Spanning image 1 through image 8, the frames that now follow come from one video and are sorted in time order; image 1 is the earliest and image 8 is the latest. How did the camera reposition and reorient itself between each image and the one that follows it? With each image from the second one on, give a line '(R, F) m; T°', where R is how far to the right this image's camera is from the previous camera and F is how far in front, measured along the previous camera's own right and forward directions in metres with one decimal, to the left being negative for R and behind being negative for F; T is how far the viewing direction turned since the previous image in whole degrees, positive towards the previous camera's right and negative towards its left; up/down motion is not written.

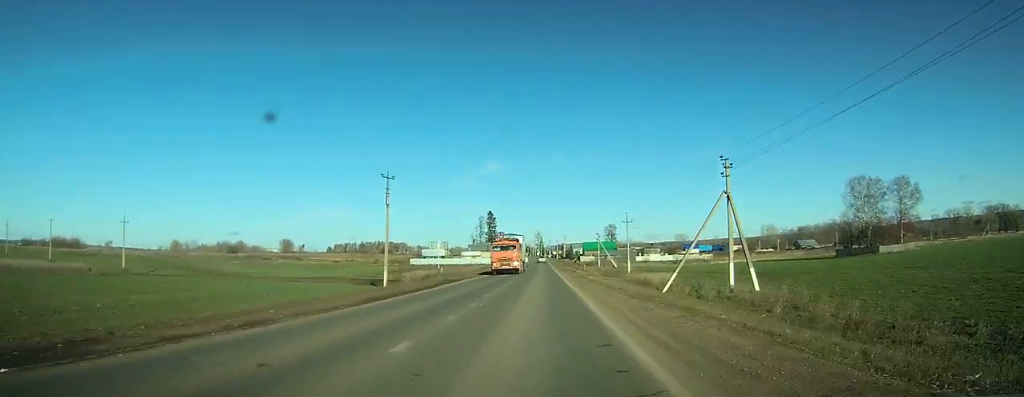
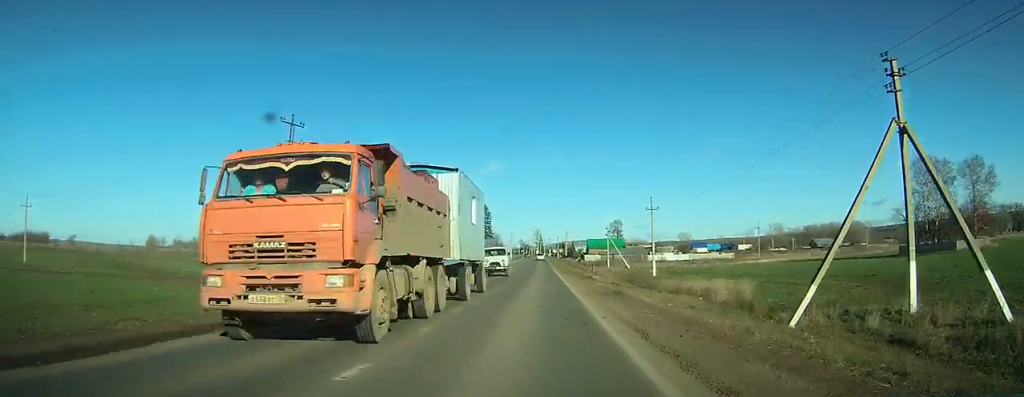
(0.0, +23.6) m; 0°
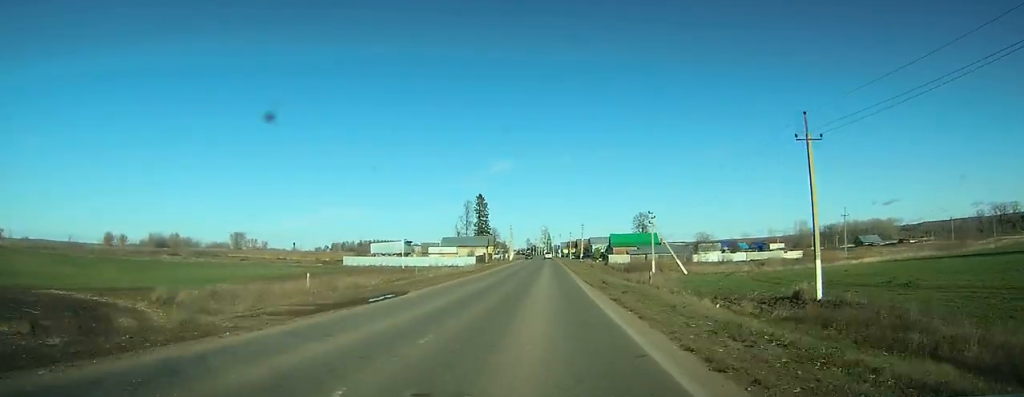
(-0.1, +43.2) m; 0°
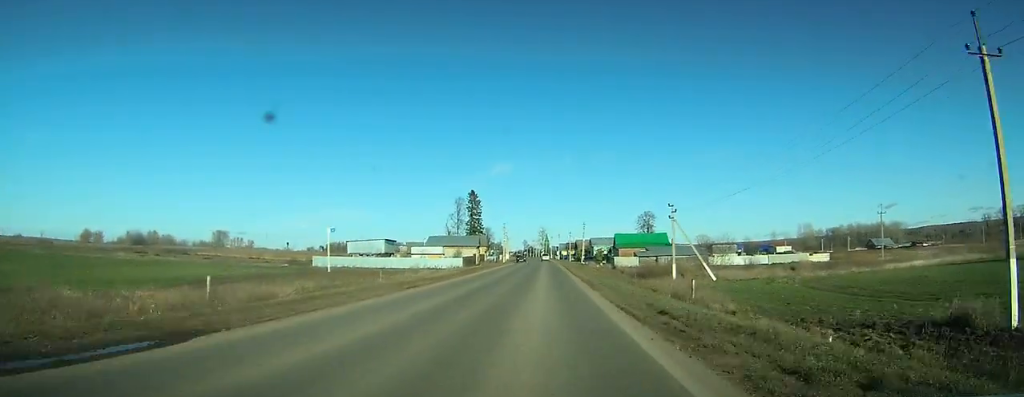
(0.0, +13.4) m; 0°
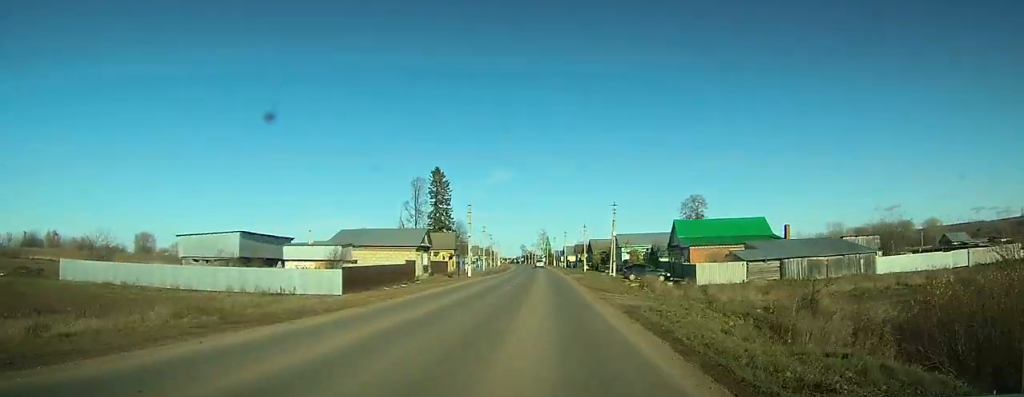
(0.0, +49.6) m; 0°
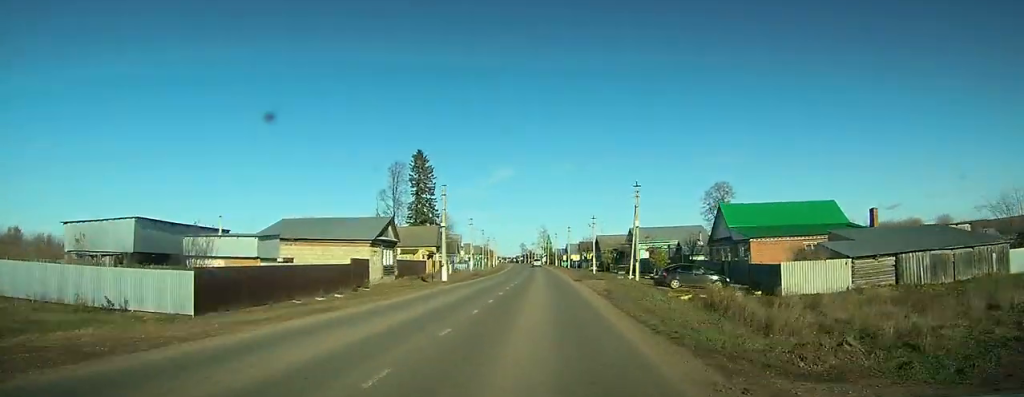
(0.0, +15.4) m; 0°
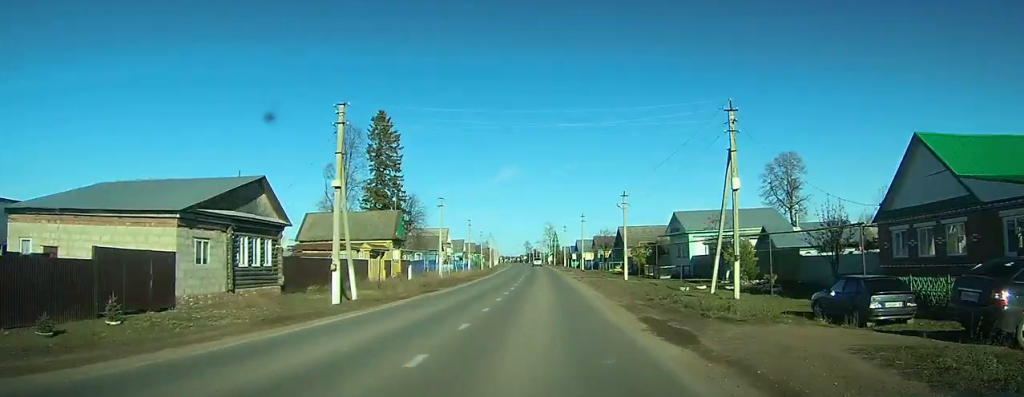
(0.0, +24.5) m; 0°
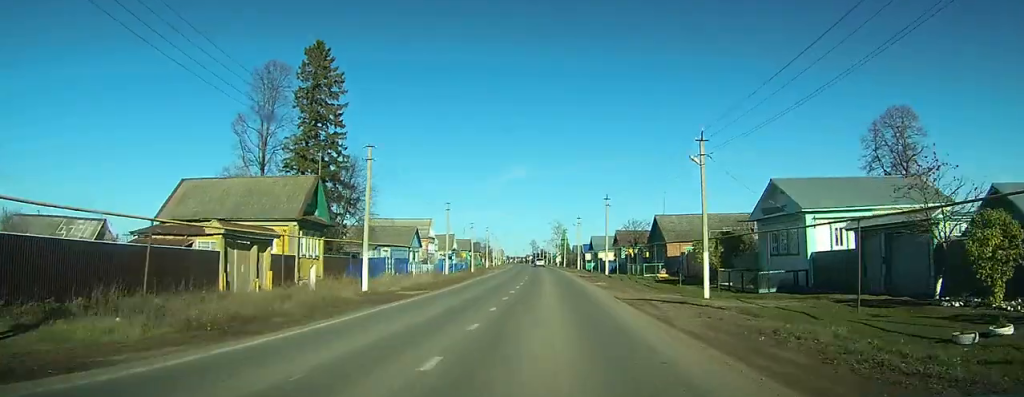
(-0.2, +22.4) m; -1°
